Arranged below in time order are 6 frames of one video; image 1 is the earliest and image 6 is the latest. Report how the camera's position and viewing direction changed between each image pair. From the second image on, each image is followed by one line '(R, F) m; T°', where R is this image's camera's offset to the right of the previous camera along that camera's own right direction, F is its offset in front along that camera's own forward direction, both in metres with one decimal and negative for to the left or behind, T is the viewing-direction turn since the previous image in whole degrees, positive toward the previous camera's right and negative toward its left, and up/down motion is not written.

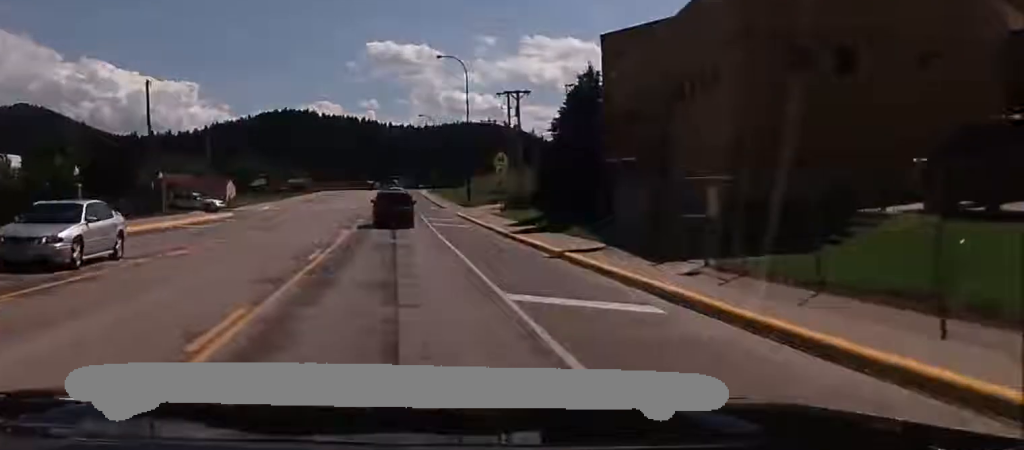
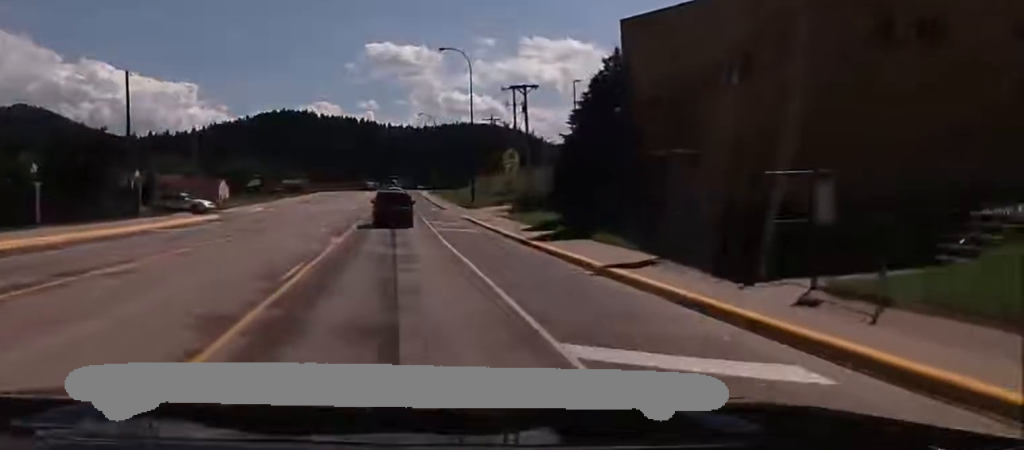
(0.0, +4.9) m; 0°
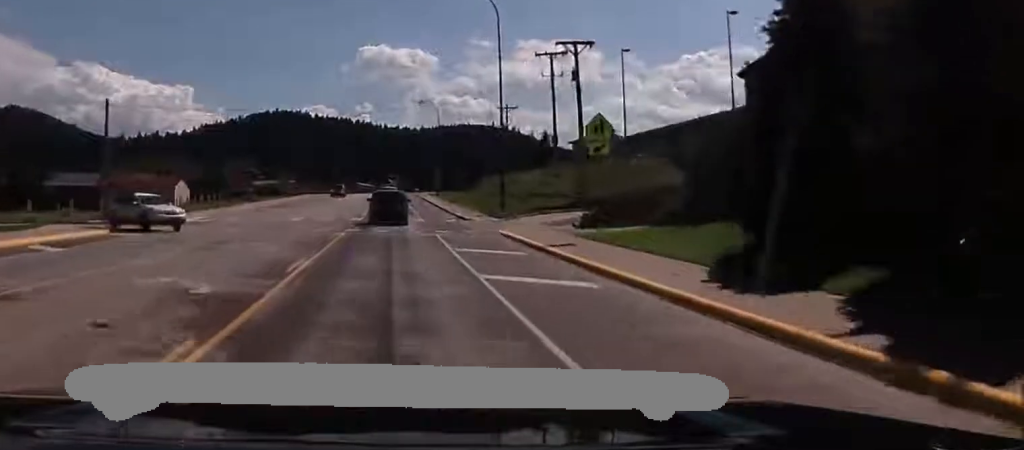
(-0.5, +22.1) m; -2°
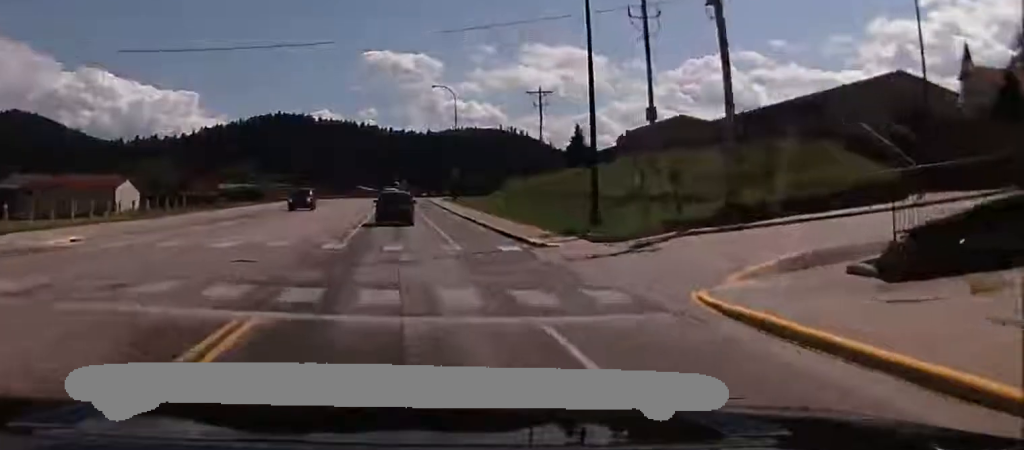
(+0.4, +22.2) m; +1°
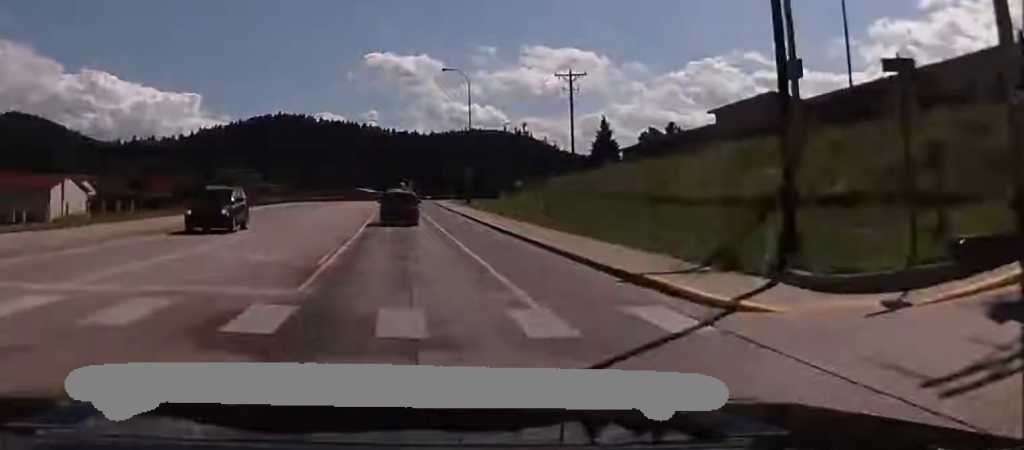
(-0.4, +14.7) m; -1°
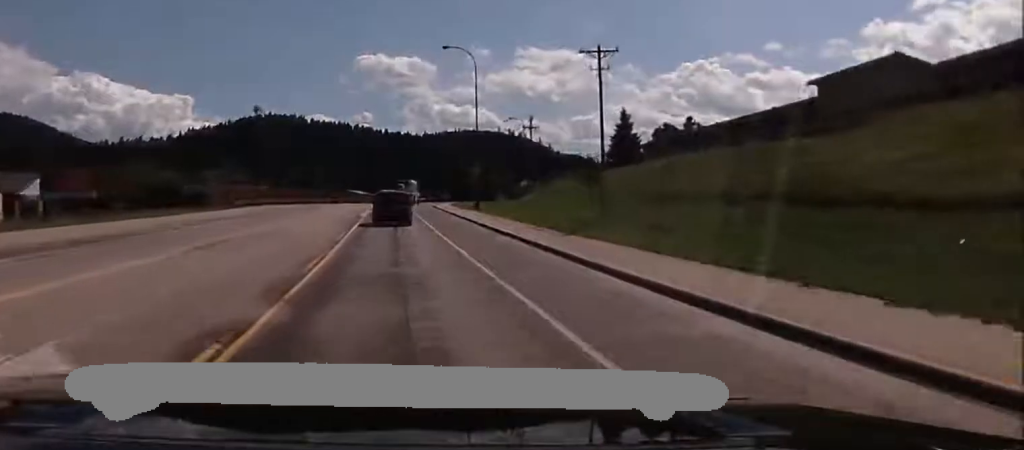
(+0.3, +13.2) m; +2°
